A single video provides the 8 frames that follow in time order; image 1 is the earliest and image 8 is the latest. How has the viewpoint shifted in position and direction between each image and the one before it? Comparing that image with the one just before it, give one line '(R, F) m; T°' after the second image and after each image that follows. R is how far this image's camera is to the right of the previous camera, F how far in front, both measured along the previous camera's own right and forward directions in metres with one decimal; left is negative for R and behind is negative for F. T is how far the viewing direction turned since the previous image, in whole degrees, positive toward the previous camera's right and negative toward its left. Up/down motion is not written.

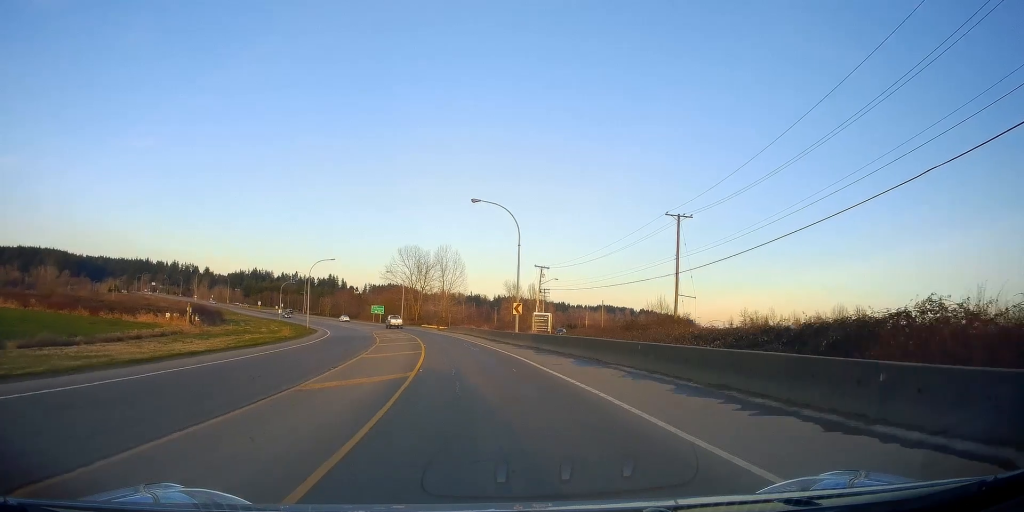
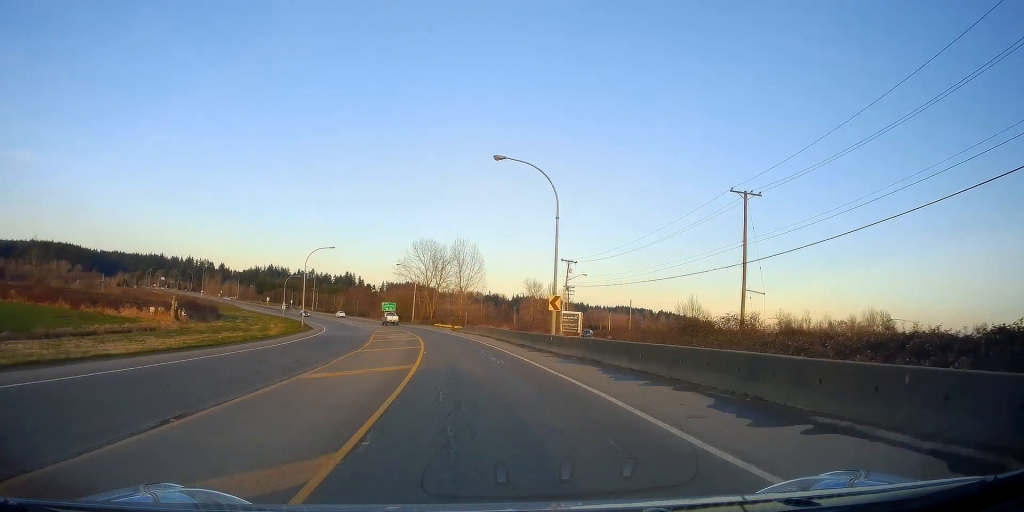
(+0.3, +10.8) m; -1°
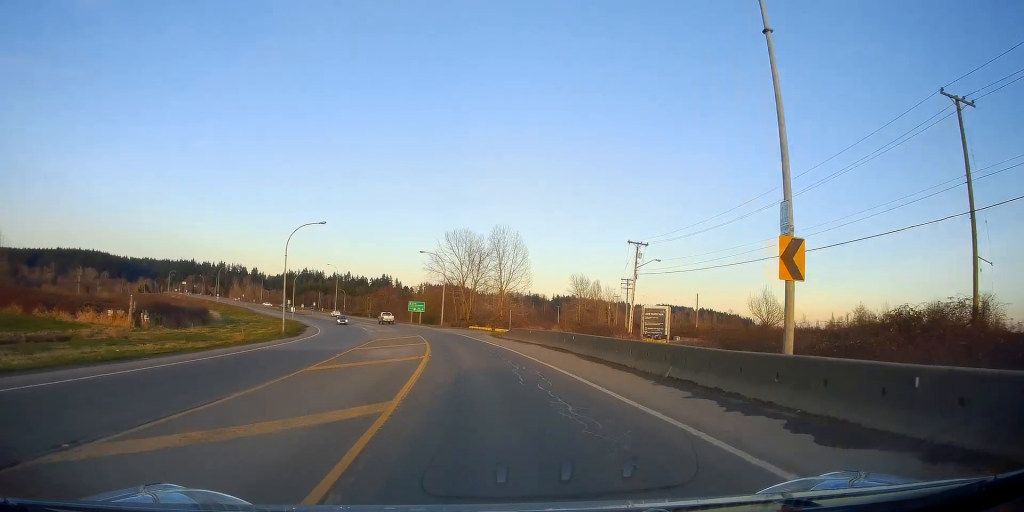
(-0.7, +21.2) m; -4°
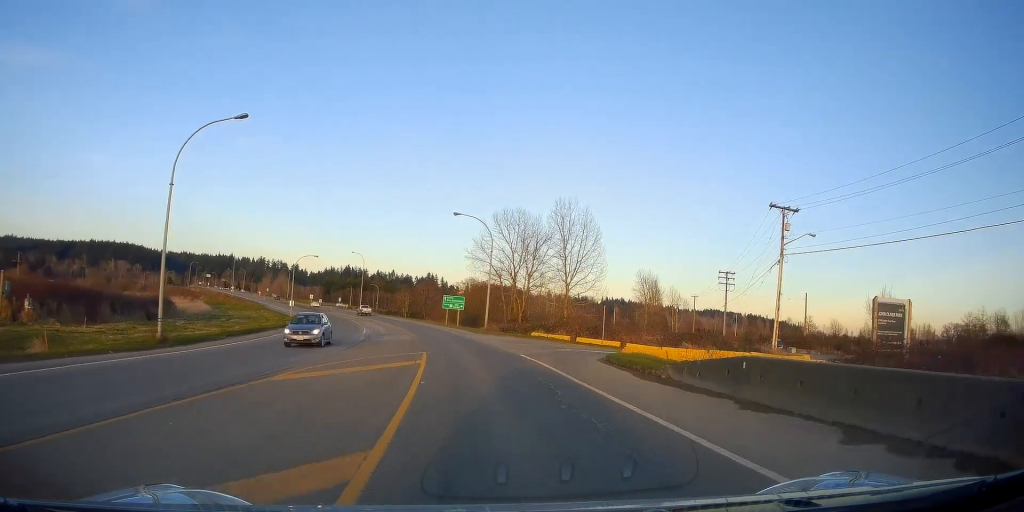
(-1.7, +30.8) m; -5°
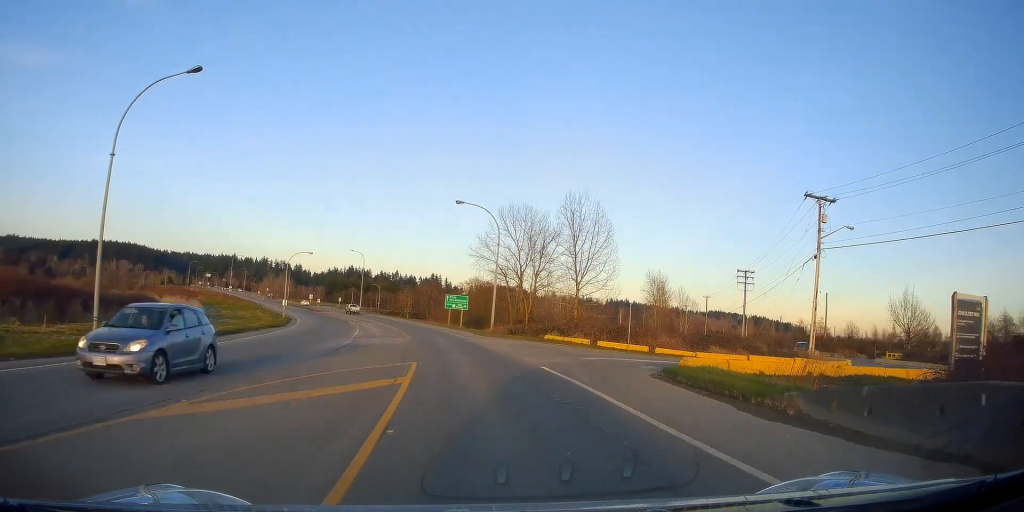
(-0.2, +6.7) m; -1°
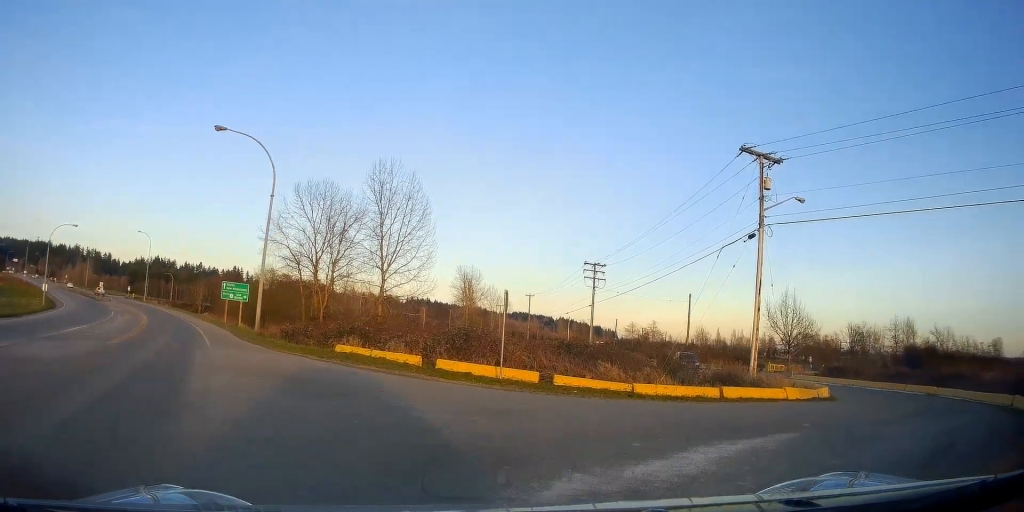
(-0.7, +21.6) m; +2°
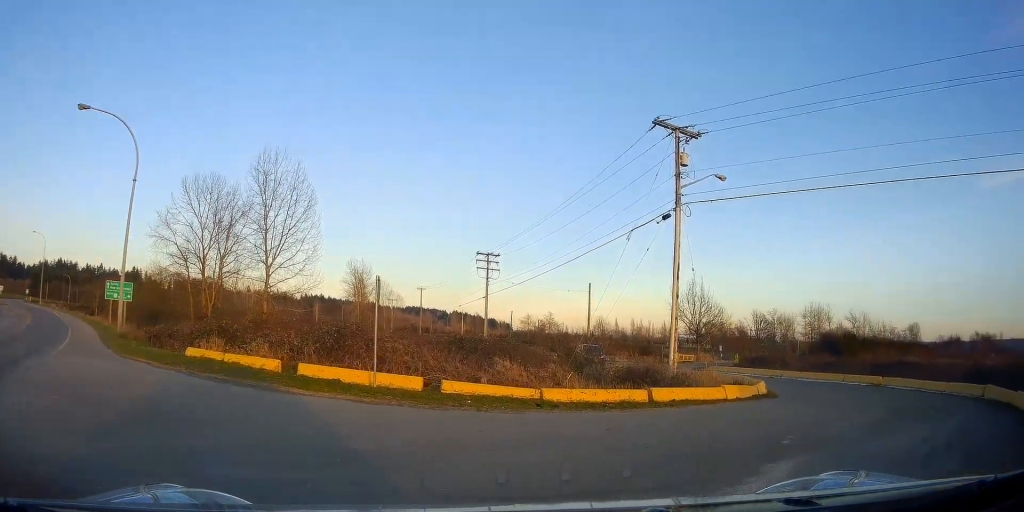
(+0.3, +4.8) m; +6°
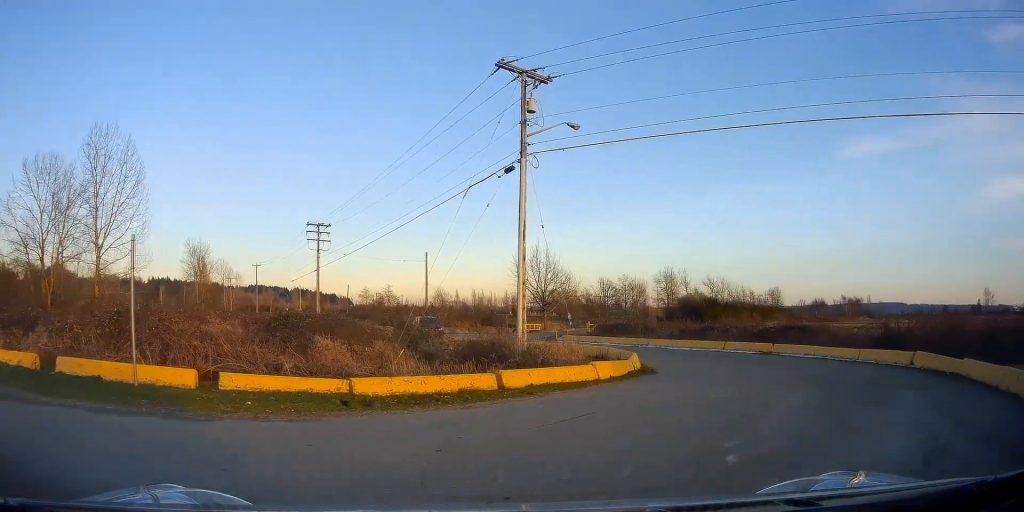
(+0.7, +5.1) m; +10°
